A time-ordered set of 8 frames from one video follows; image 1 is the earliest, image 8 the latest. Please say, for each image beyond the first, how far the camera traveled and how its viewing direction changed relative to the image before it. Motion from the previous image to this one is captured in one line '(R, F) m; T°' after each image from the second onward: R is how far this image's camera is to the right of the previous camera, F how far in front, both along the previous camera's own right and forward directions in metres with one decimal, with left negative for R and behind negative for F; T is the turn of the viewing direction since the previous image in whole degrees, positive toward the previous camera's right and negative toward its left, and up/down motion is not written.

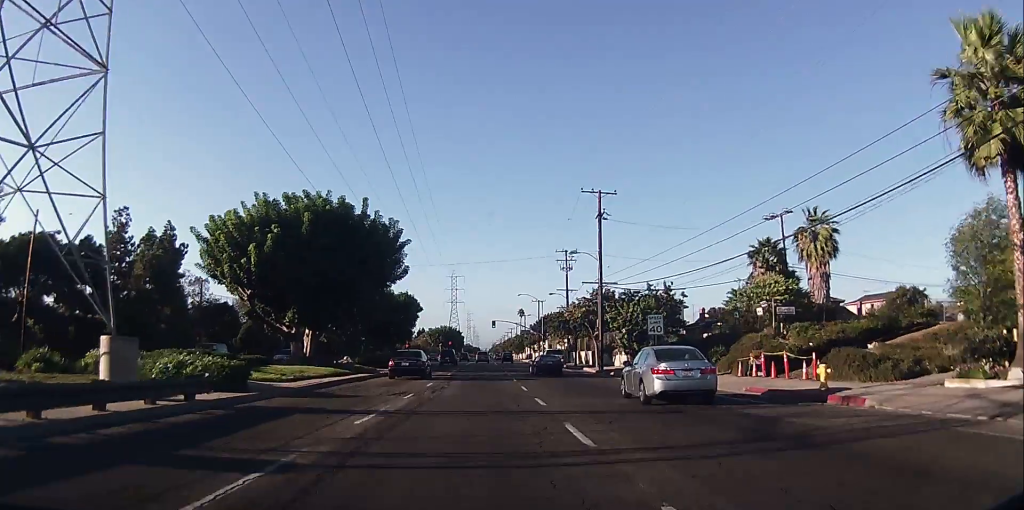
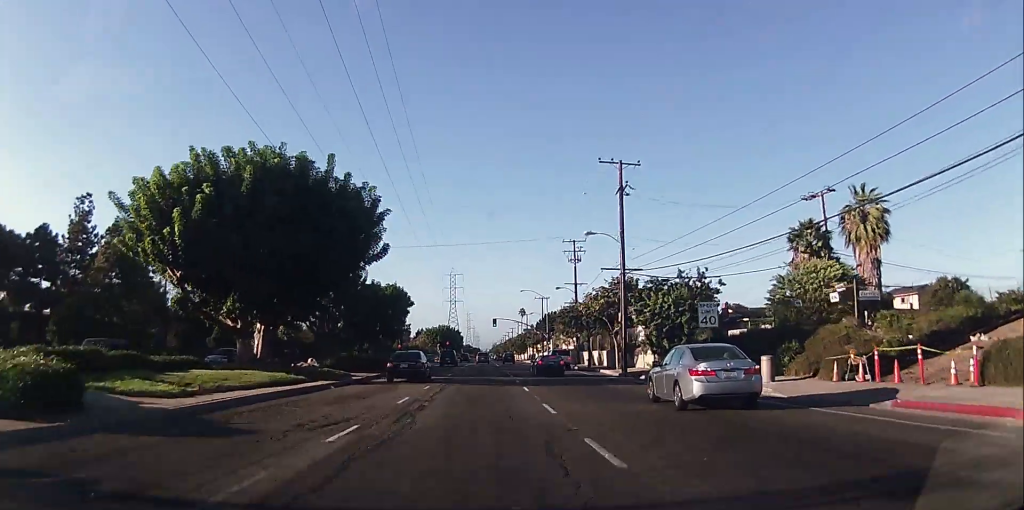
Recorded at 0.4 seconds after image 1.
(+0.1, +9.2) m; +1°
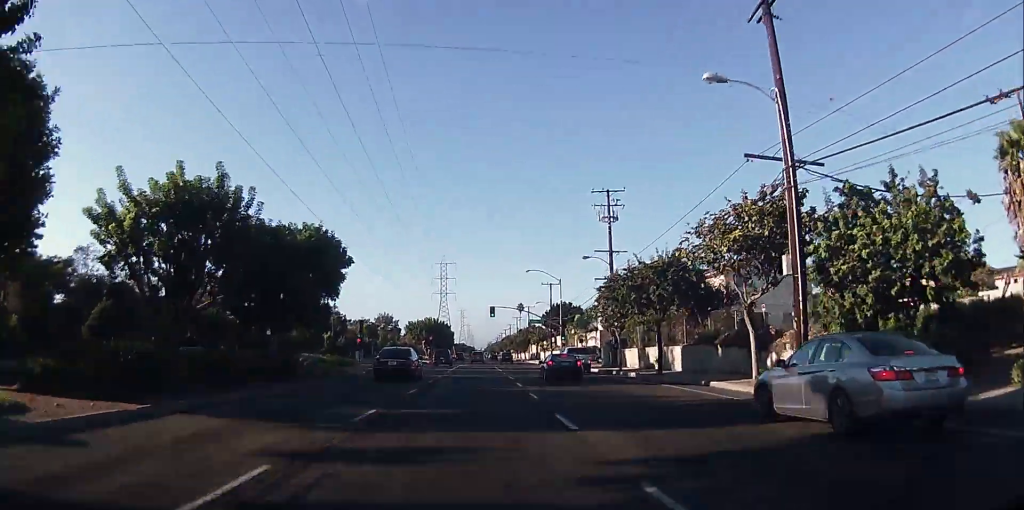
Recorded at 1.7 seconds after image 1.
(+0.4, +27.3) m; +1°
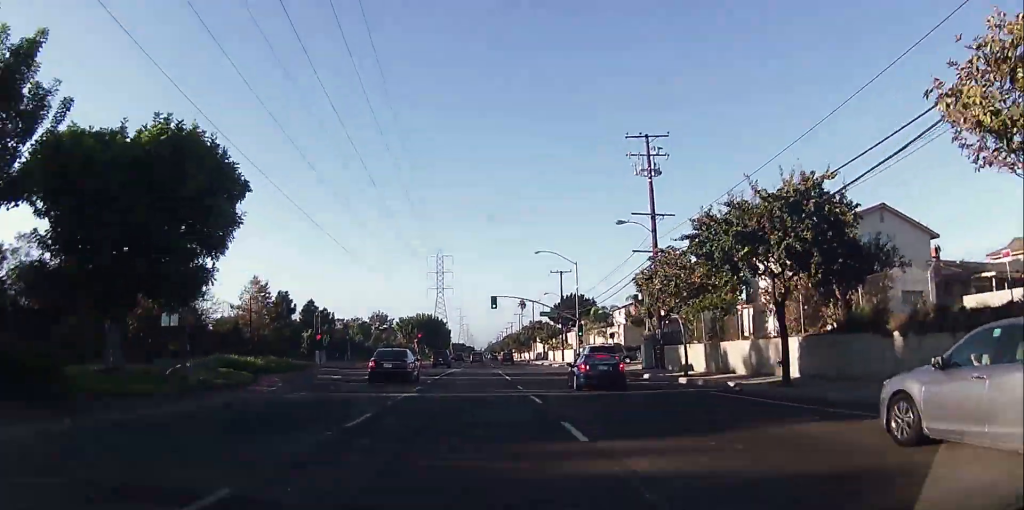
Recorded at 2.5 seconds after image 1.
(0.0, +15.9) m; 0°
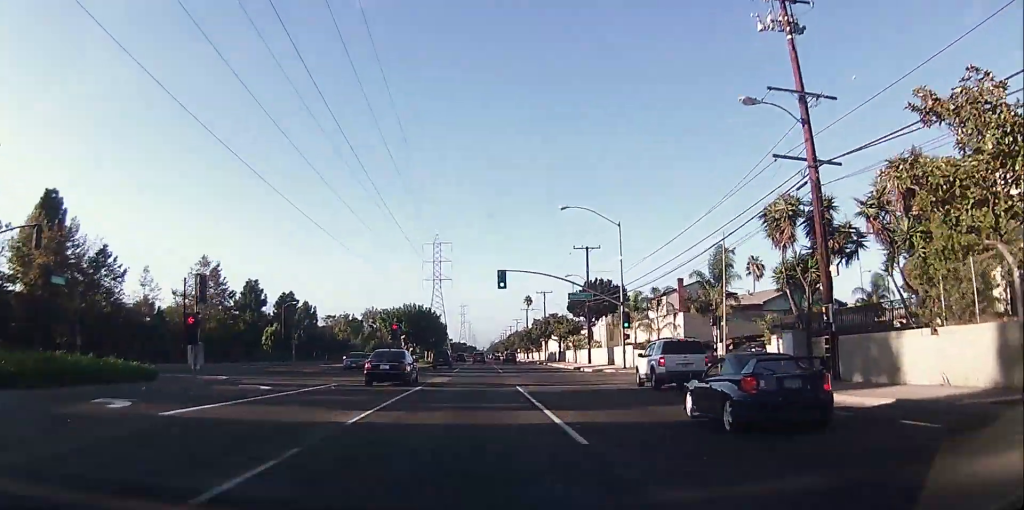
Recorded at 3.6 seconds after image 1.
(-0.2, +22.5) m; -1°
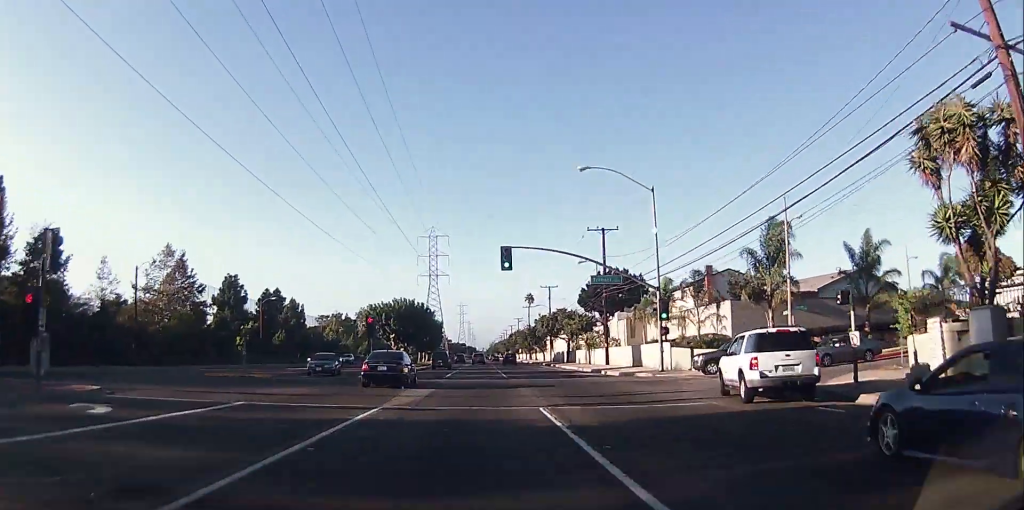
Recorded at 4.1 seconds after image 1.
(-0.3, +10.9) m; 0°
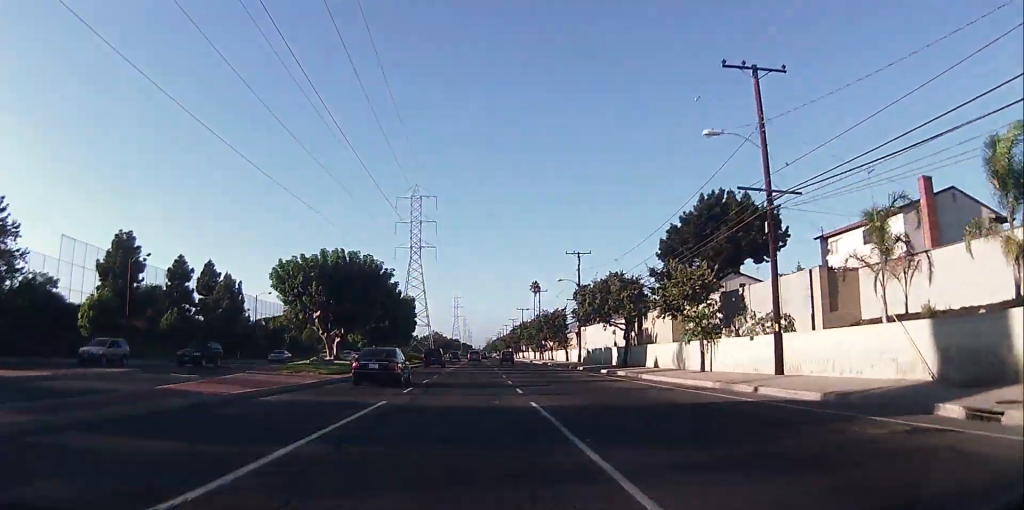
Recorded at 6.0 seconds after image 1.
(+0.9, +38.5) m; 0°
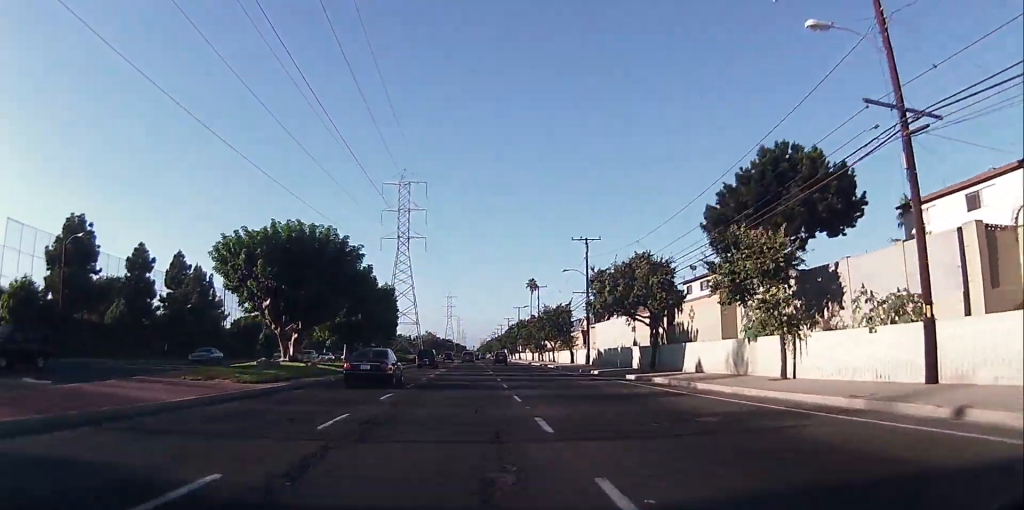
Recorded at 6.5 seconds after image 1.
(-0.1, +10.4) m; 0°
